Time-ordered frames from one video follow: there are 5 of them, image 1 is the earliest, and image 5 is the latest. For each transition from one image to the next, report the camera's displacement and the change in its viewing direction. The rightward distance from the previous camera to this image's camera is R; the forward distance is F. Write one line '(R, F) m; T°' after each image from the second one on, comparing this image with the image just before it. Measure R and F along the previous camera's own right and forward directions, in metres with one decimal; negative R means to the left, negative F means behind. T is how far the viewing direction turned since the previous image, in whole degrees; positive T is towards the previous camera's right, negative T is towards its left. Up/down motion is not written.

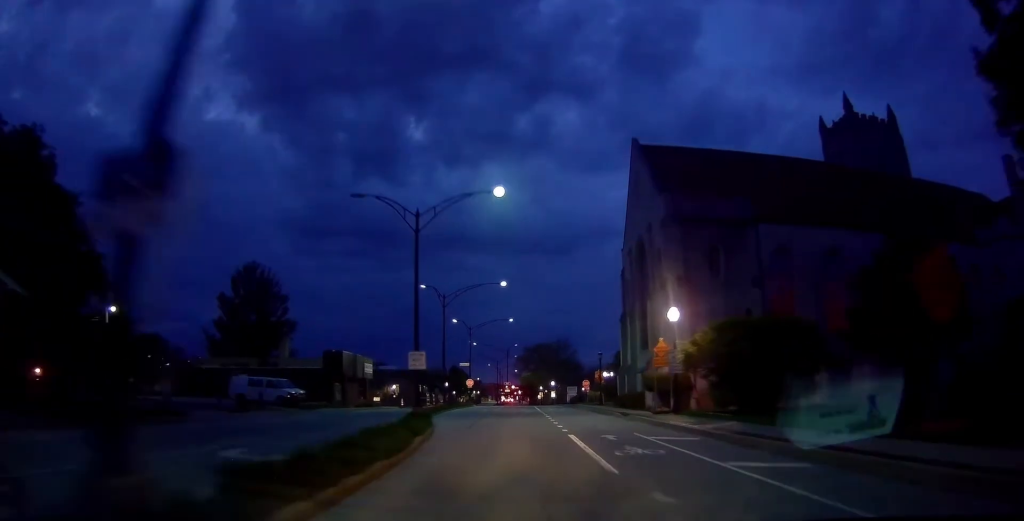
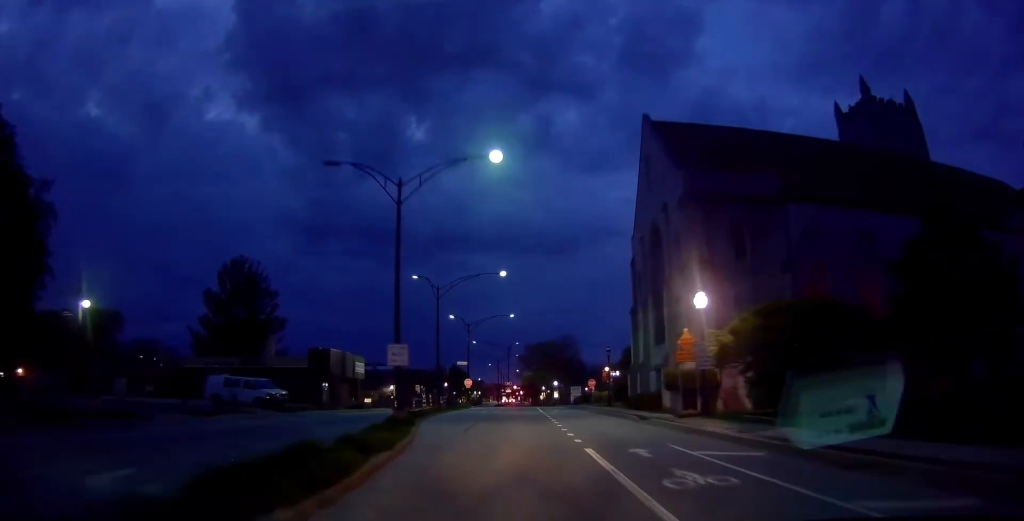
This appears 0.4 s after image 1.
(0.0, +4.4) m; 0°
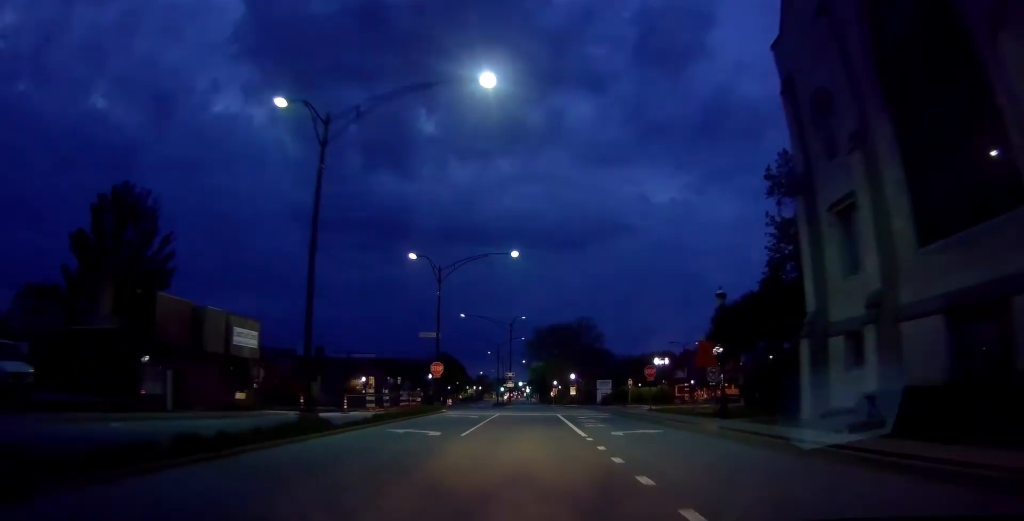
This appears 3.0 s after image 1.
(-0.8, +26.7) m; -2°
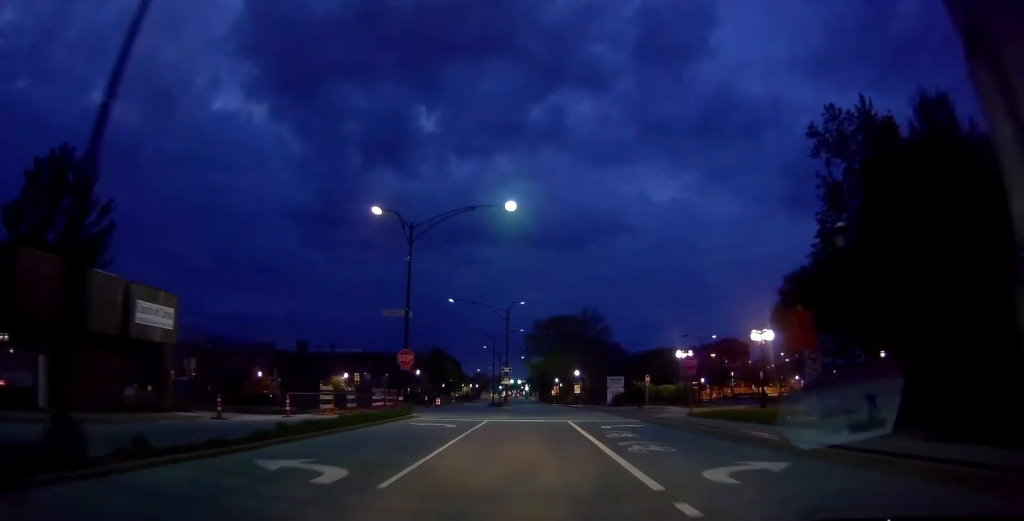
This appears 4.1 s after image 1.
(+0.3, +9.7) m; +2°
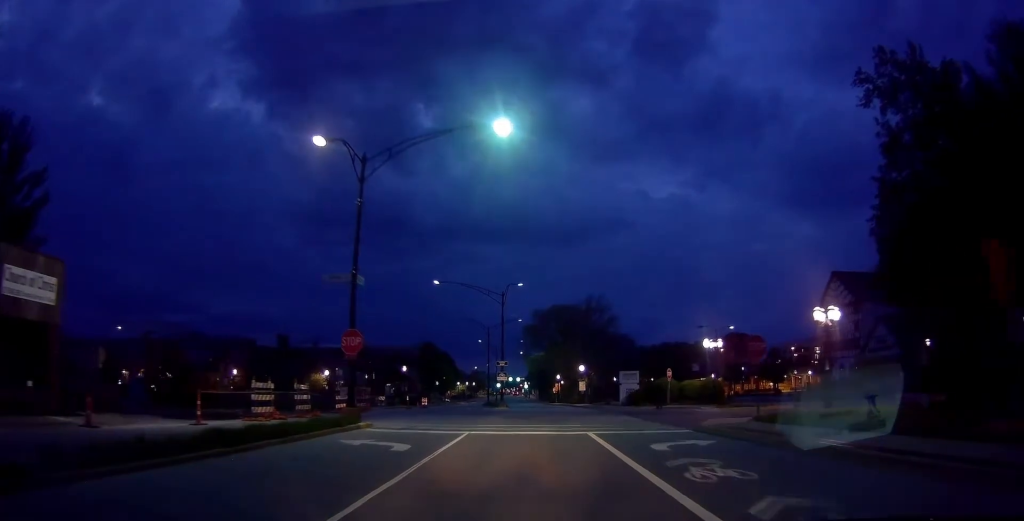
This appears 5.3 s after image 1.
(0.0, +8.9) m; 0°
